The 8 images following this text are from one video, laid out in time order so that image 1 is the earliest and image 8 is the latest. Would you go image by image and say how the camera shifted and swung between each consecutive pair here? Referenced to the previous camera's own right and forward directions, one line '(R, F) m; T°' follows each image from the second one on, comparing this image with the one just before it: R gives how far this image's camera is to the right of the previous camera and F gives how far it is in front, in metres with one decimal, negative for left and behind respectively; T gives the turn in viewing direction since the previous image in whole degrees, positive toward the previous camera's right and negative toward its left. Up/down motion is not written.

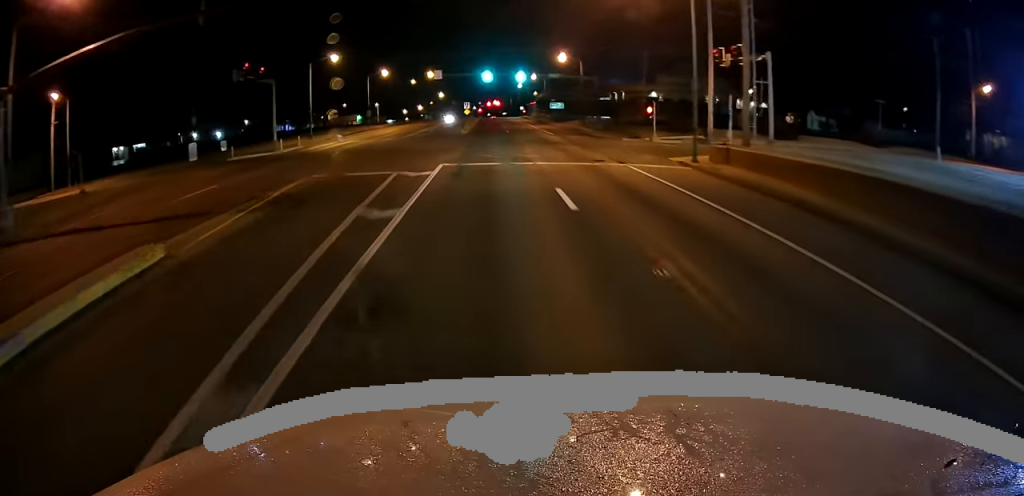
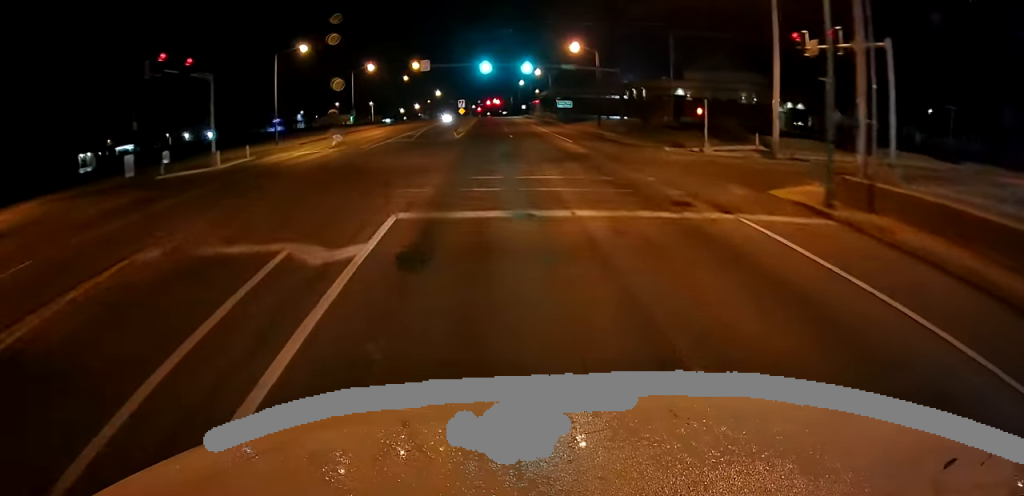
(+0.2, +10.5) m; 0°
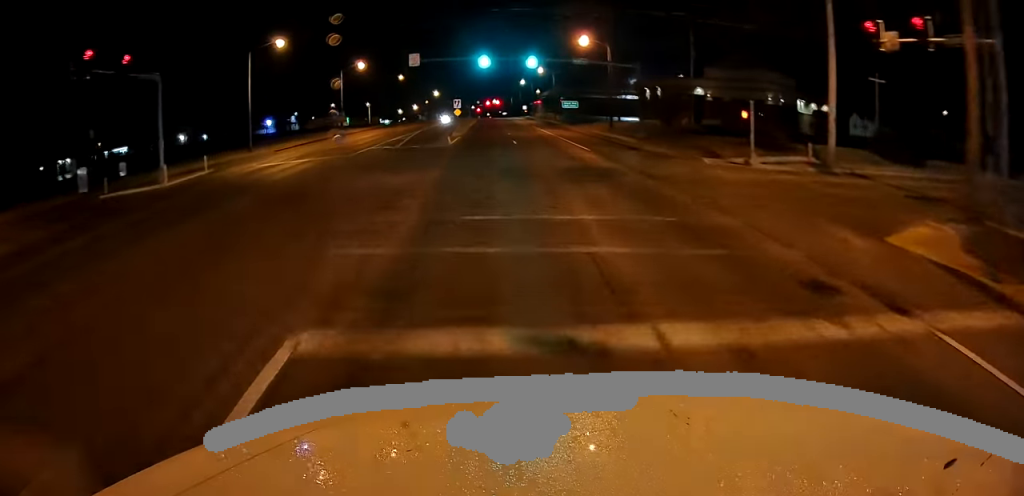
(+0.1, +6.0) m; 0°
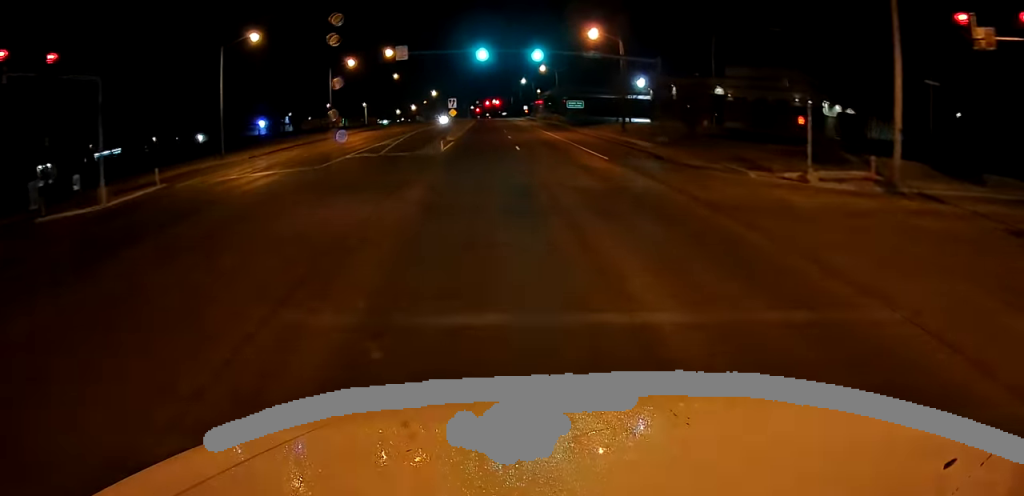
(-0.1, +5.3) m; 0°
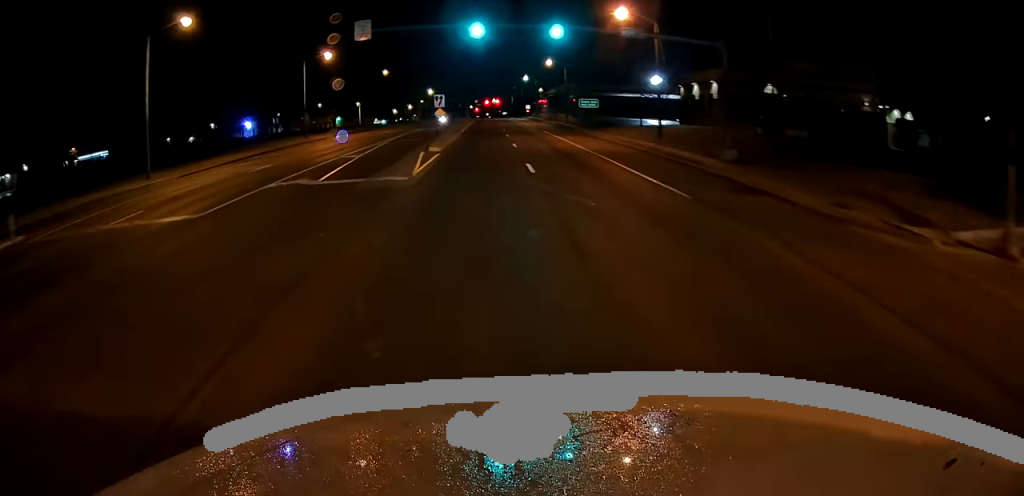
(-0.1, +10.3) m; 0°
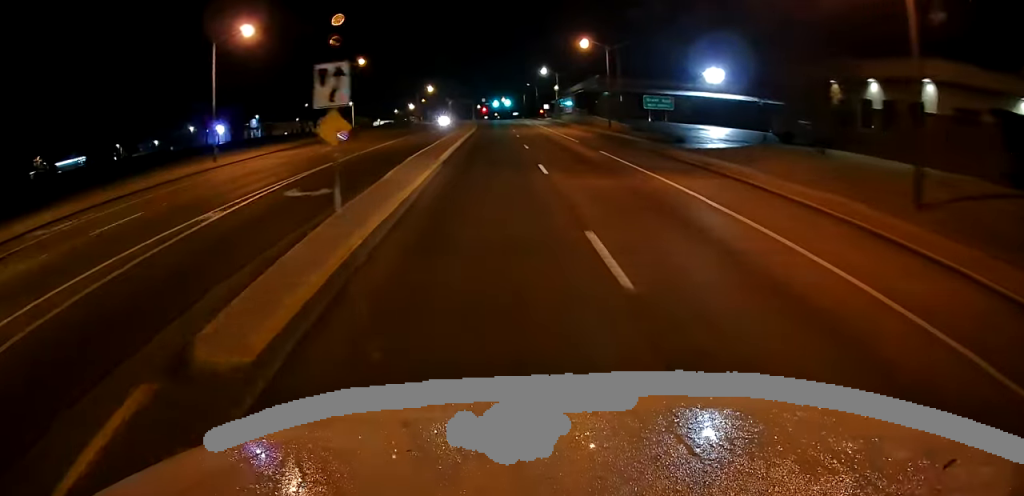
(-0.1, +24.0) m; -1°
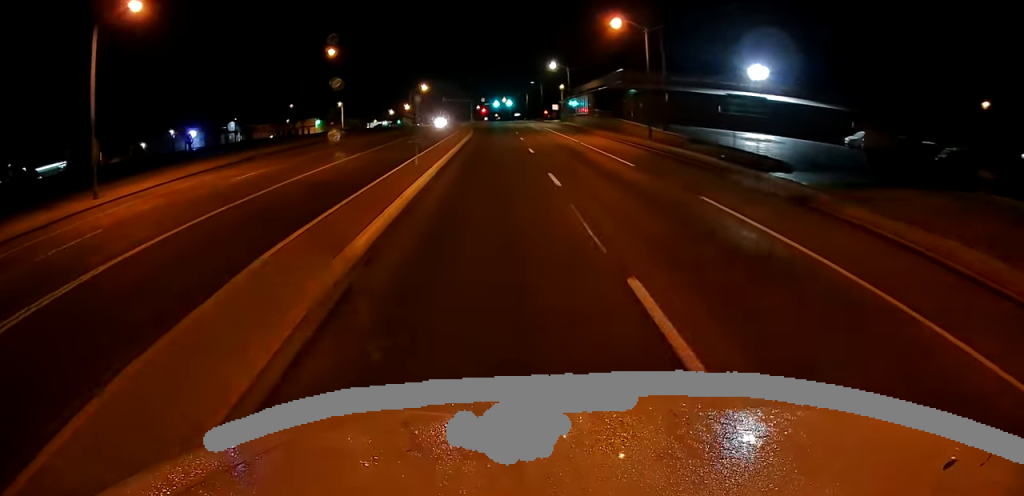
(+0.2, +14.6) m; 0°
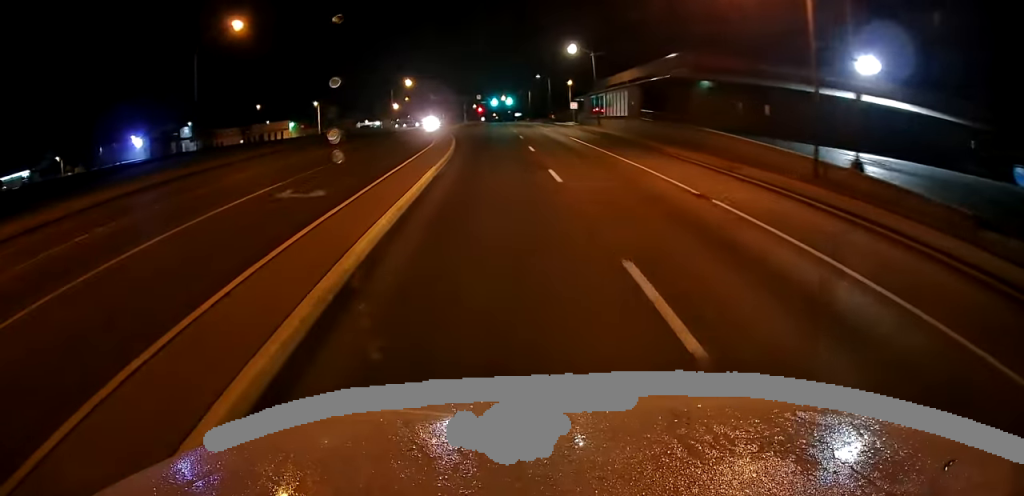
(-0.4, +23.0) m; -1°
